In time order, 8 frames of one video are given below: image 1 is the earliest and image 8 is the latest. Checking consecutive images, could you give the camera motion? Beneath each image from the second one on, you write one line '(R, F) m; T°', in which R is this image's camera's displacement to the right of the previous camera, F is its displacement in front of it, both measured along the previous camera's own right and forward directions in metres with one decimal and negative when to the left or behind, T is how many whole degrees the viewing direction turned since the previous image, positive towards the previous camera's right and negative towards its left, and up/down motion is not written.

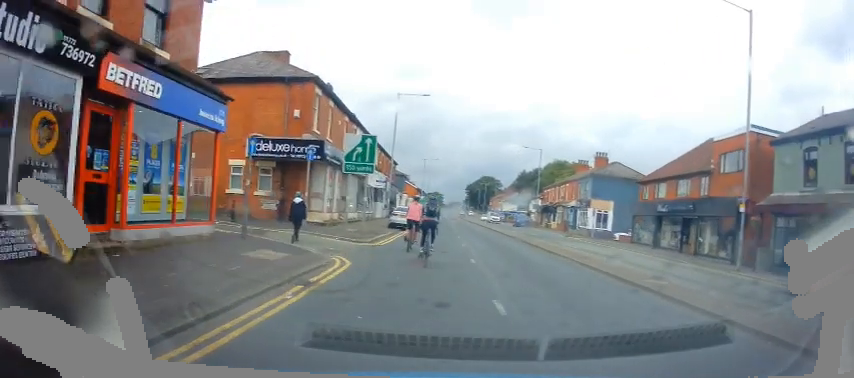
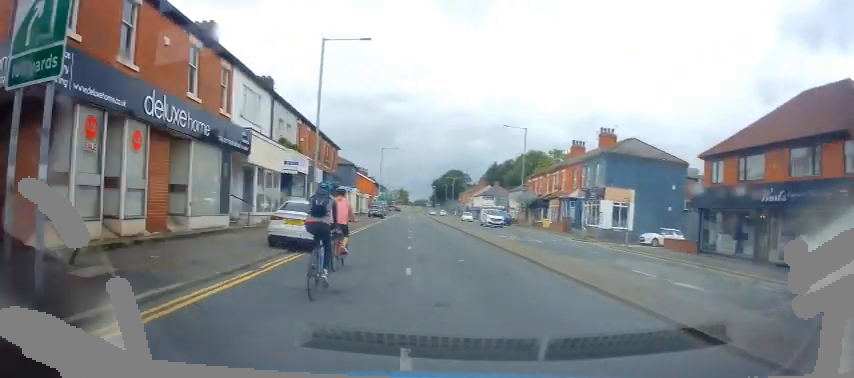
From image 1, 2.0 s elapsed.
(+0.1, +15.6) m; +1°
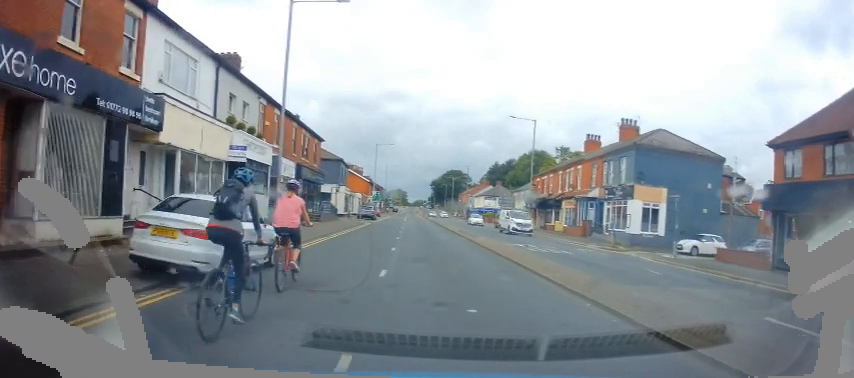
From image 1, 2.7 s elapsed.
(0.0, +6.6) m; 0°
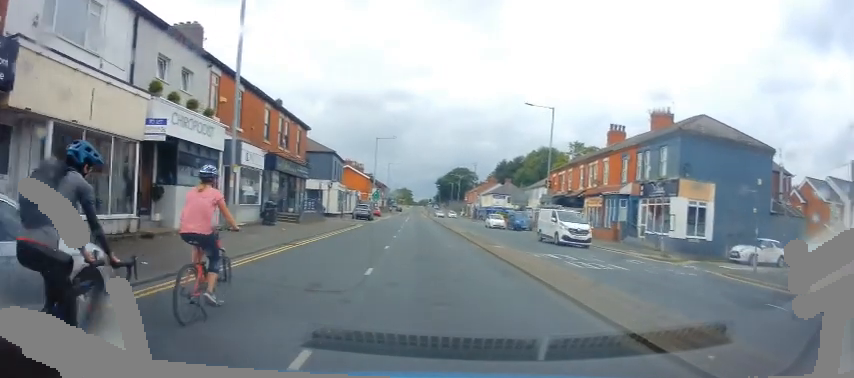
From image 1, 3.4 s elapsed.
(0.0, +6.1) m; +1°
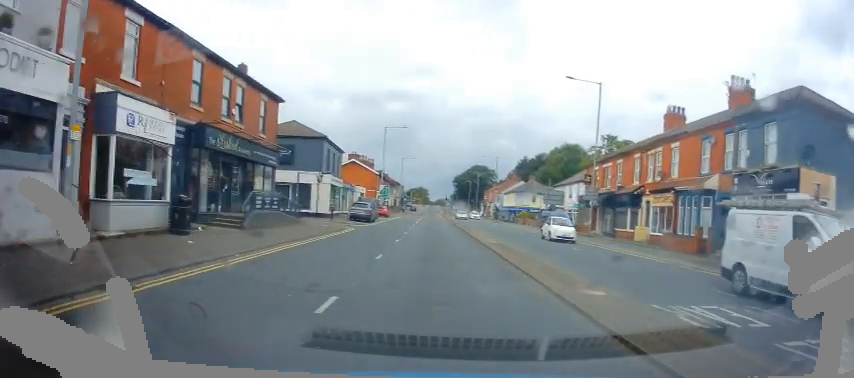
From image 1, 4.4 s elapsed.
(0.0, +9.8) m; -3°
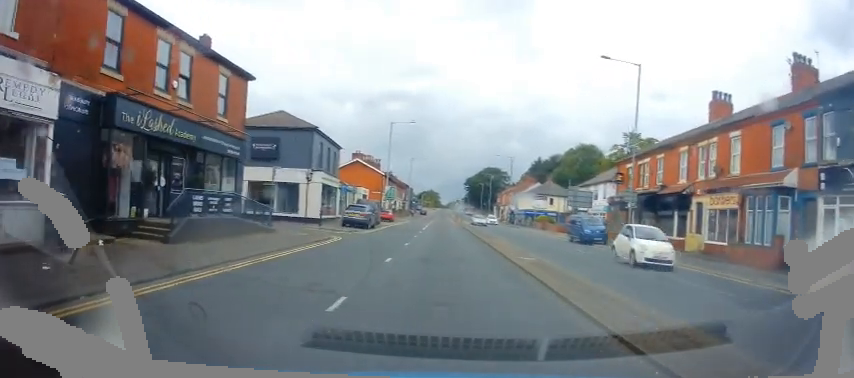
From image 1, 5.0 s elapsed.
(-0.3, +5.9) m; -2°
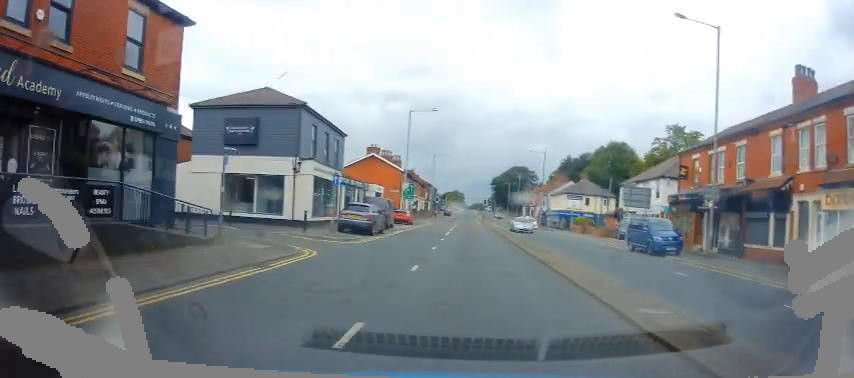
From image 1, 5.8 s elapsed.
(-0.1, +7.7) m; -1°
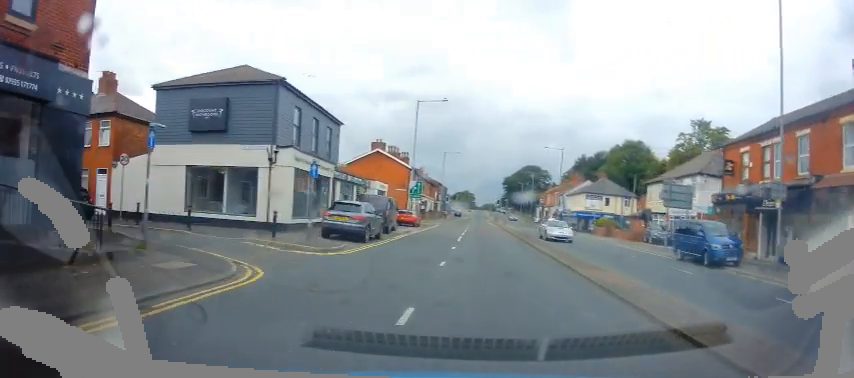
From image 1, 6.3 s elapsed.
(0.0, +4.9) m; 0°
